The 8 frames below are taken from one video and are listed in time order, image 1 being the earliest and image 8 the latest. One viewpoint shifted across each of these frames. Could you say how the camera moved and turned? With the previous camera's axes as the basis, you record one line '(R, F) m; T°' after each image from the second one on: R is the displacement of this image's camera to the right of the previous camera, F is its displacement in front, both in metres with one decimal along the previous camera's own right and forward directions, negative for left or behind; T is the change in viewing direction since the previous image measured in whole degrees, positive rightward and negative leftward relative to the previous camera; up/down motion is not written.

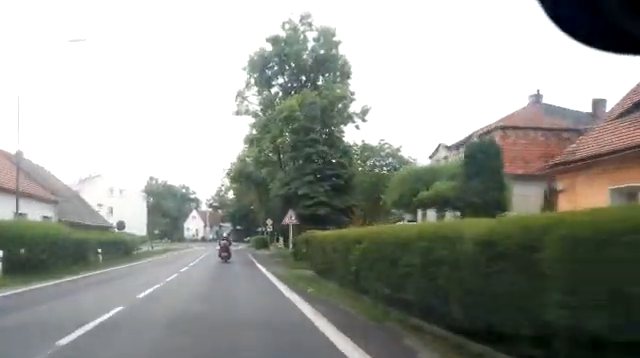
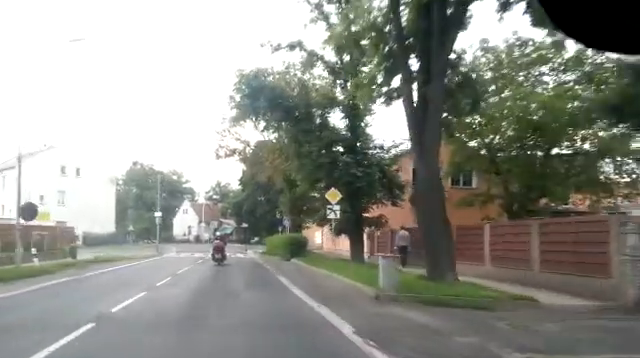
(-0.6, +29.3) m; -2°
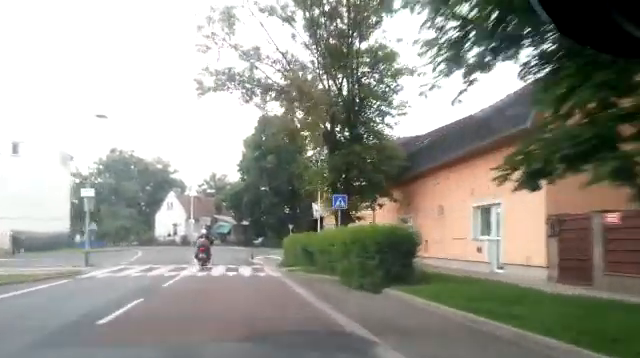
(+0.4, +18.7) m; 0°
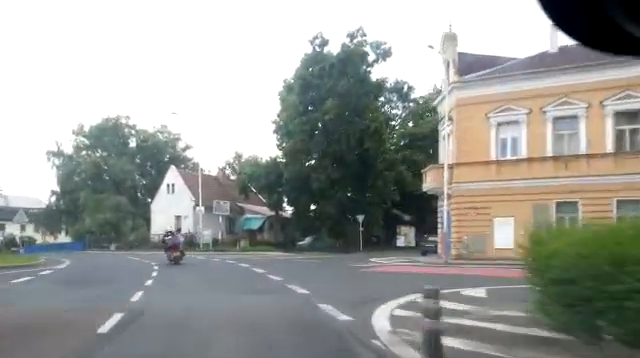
(-0.3, +25.9) m; -1°
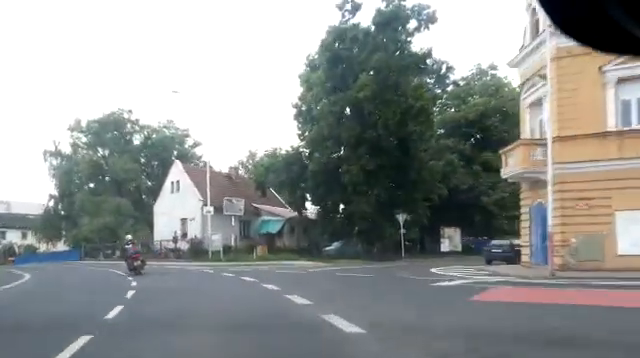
(+0.1, +7.0) m; -2°
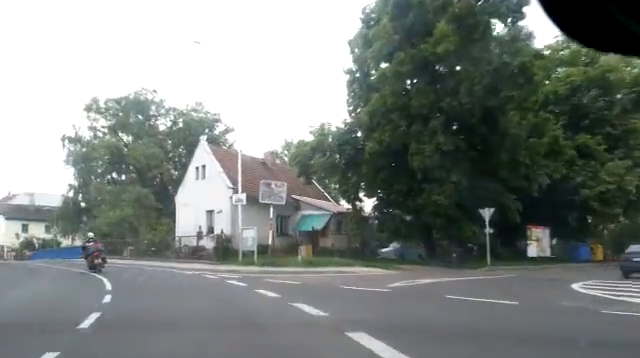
(-0.2, +7.4) m; -4°
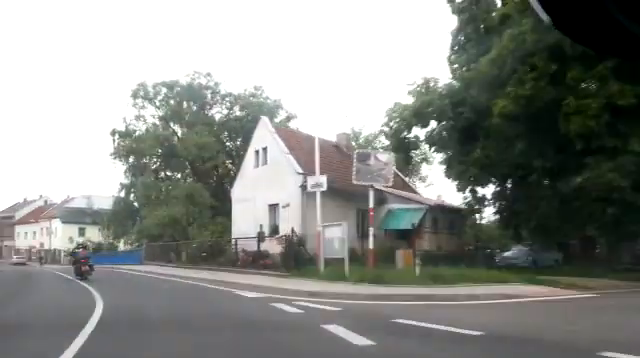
(+0.1, +7.7) m; -7°
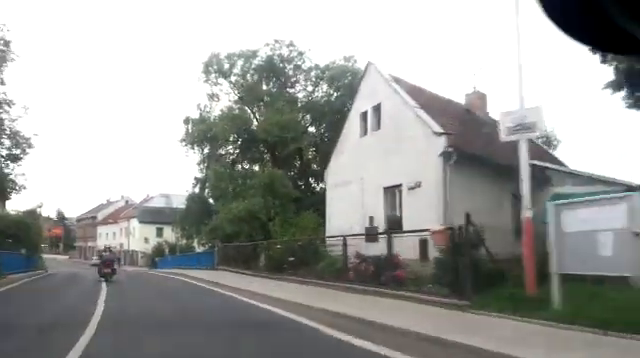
(-1.0, +8.0) m; -8°
